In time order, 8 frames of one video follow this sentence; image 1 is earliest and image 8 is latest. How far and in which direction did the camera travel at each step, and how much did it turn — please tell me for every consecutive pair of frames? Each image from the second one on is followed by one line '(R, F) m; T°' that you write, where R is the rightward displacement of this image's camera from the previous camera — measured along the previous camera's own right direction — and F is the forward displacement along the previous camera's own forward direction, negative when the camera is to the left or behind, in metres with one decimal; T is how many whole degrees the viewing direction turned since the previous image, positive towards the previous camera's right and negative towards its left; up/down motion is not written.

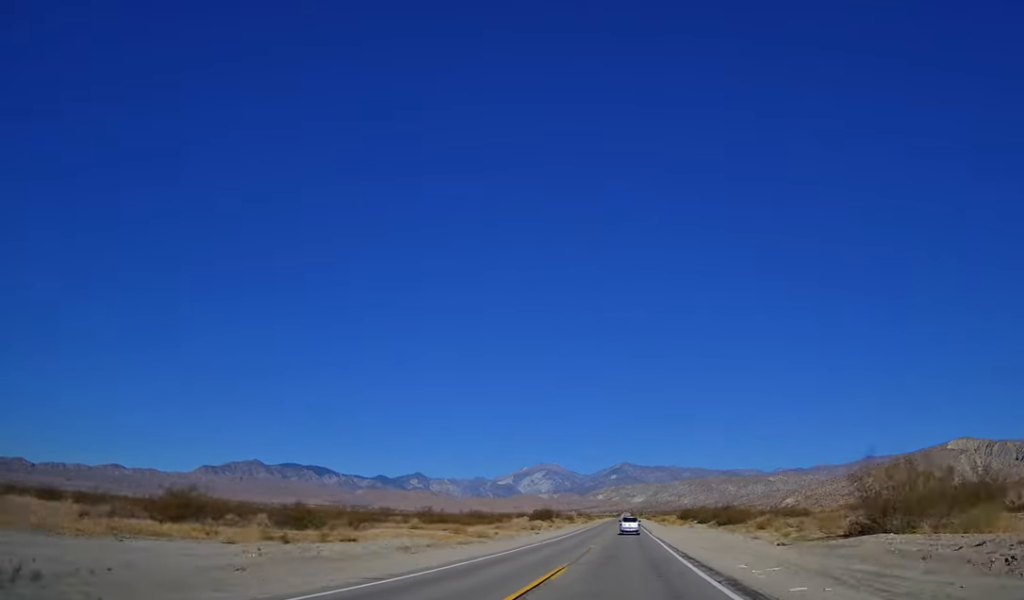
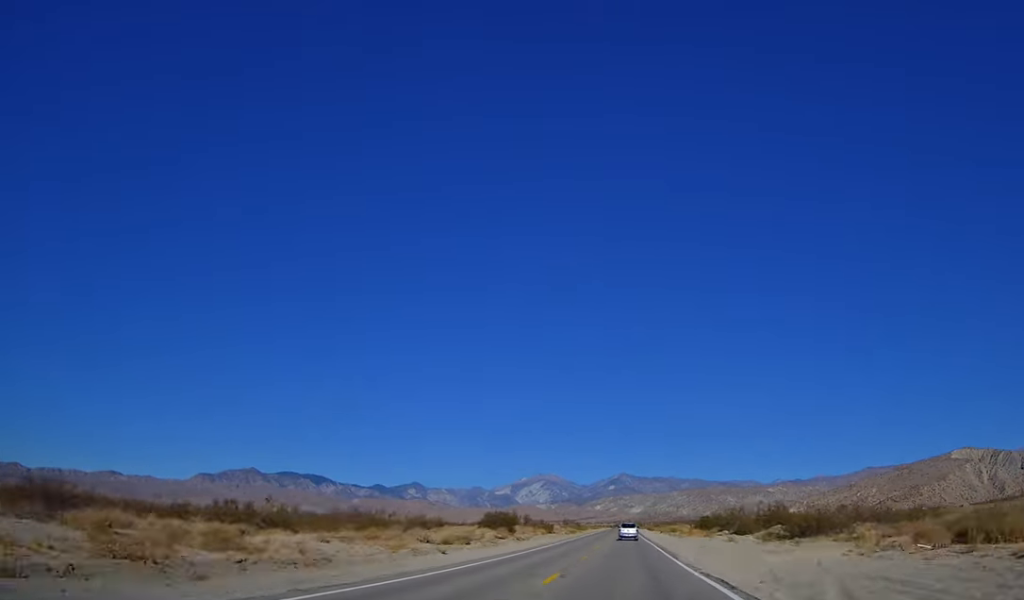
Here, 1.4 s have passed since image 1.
(+0.1, +34.8) m; 0°
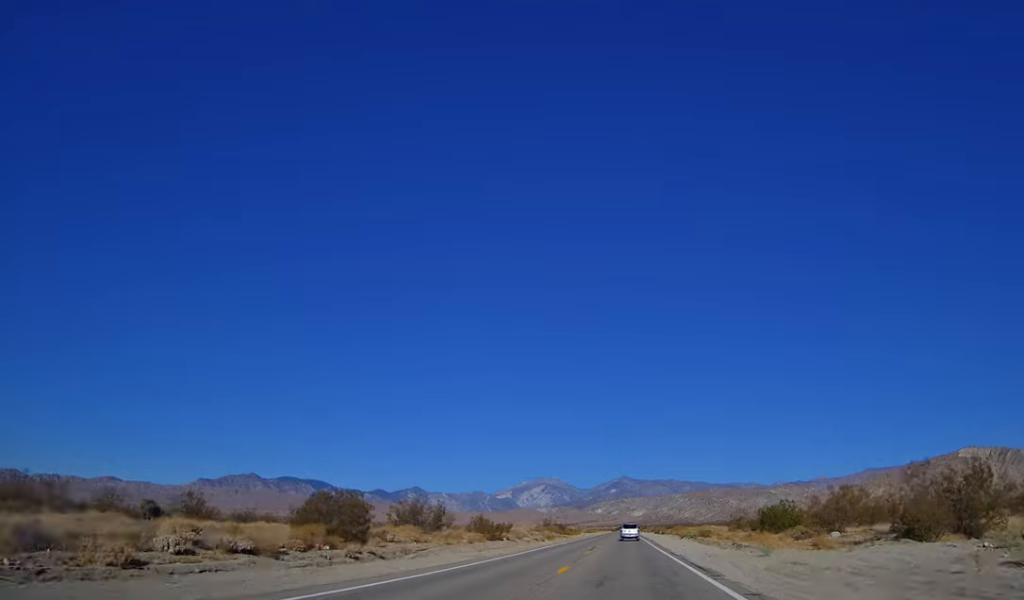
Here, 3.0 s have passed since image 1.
(-0.1, +39.9) m; 0°
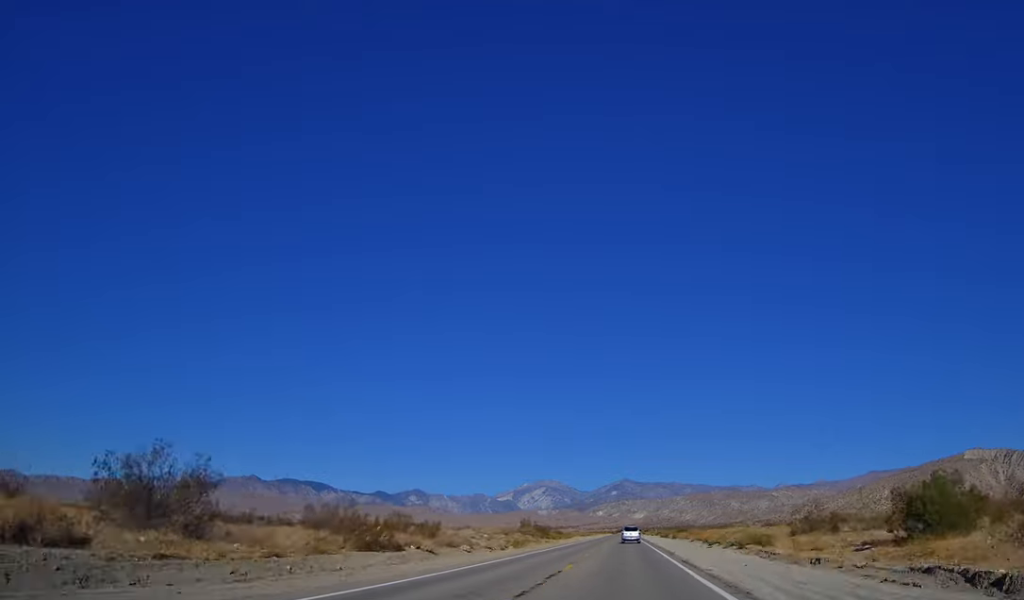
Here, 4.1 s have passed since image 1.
(-0.4, +26.6) m; 0°
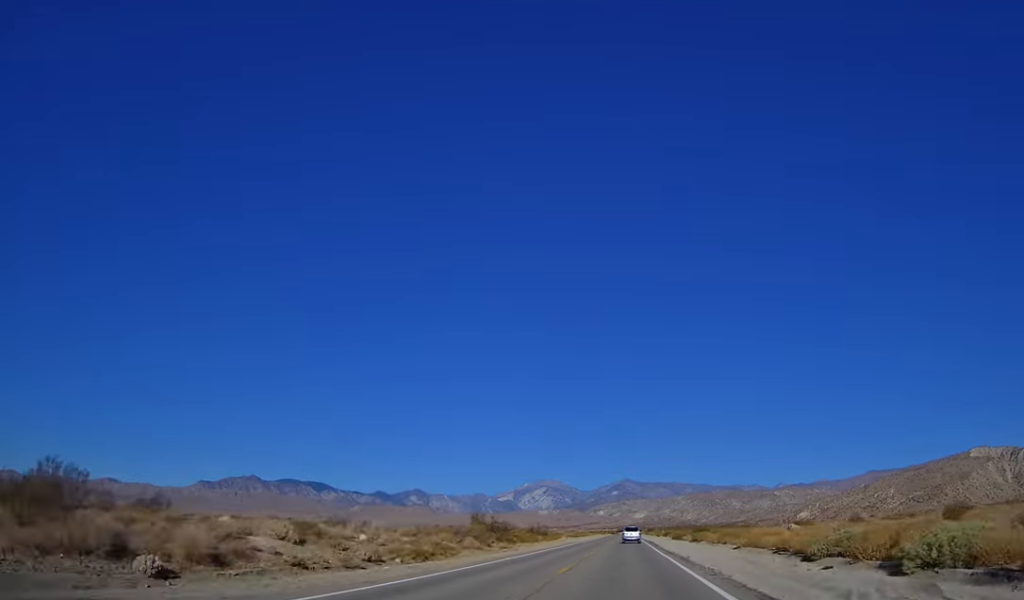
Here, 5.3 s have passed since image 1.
(+0.3, +29.9) m; 0°
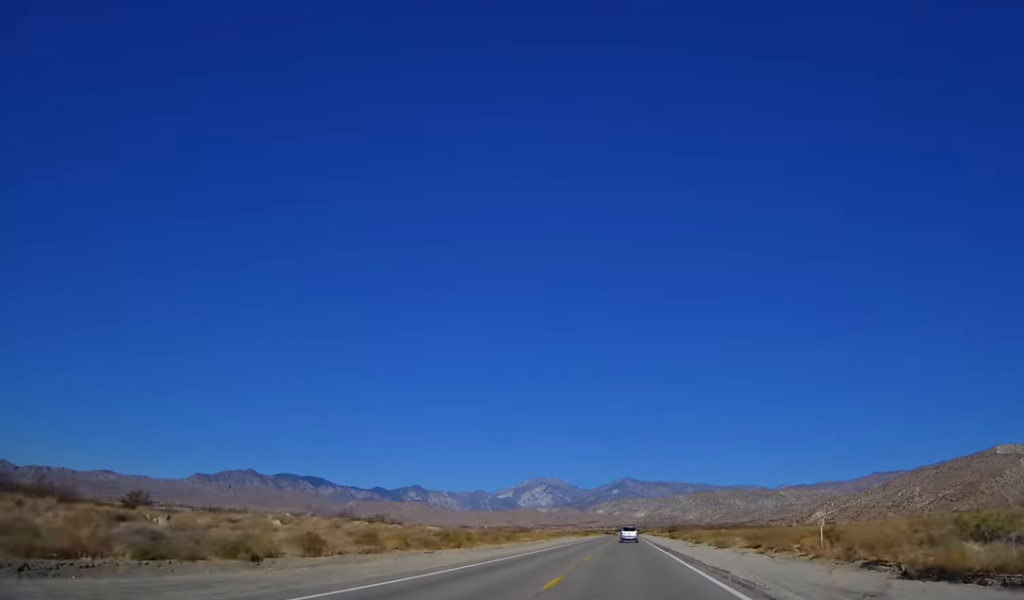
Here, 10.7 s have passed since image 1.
(+0.9, +136.1) m; 0°
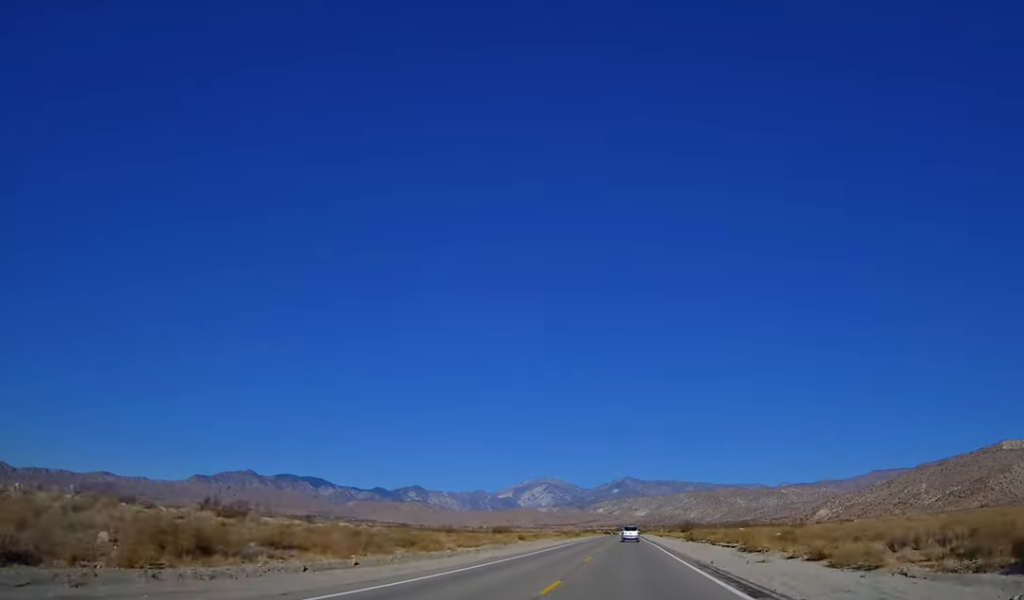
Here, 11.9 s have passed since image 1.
(+0.1, +30.0) m; 0°
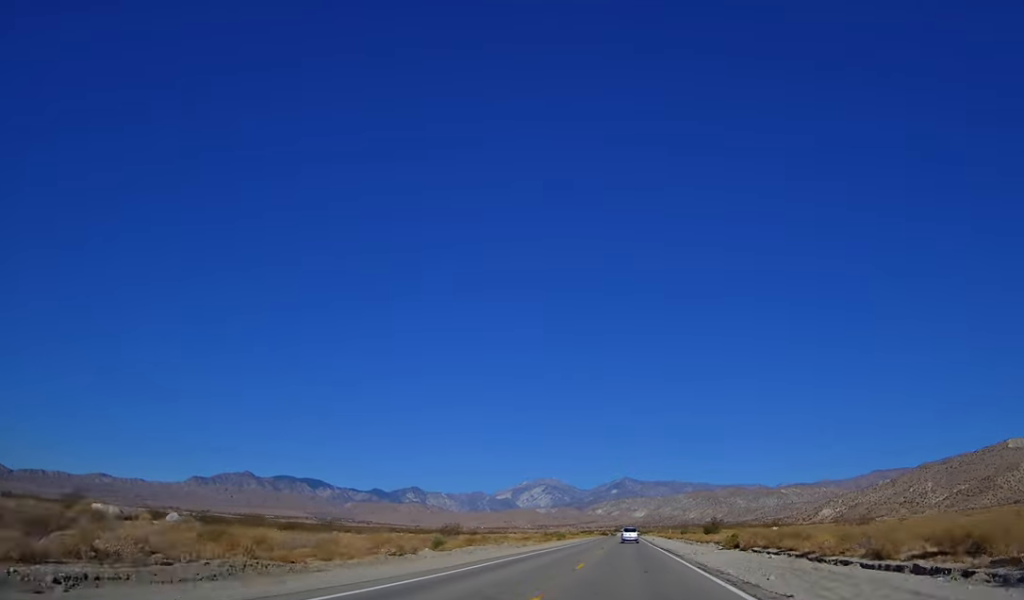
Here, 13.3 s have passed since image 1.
(-0.2, +33.4) m; 0°
